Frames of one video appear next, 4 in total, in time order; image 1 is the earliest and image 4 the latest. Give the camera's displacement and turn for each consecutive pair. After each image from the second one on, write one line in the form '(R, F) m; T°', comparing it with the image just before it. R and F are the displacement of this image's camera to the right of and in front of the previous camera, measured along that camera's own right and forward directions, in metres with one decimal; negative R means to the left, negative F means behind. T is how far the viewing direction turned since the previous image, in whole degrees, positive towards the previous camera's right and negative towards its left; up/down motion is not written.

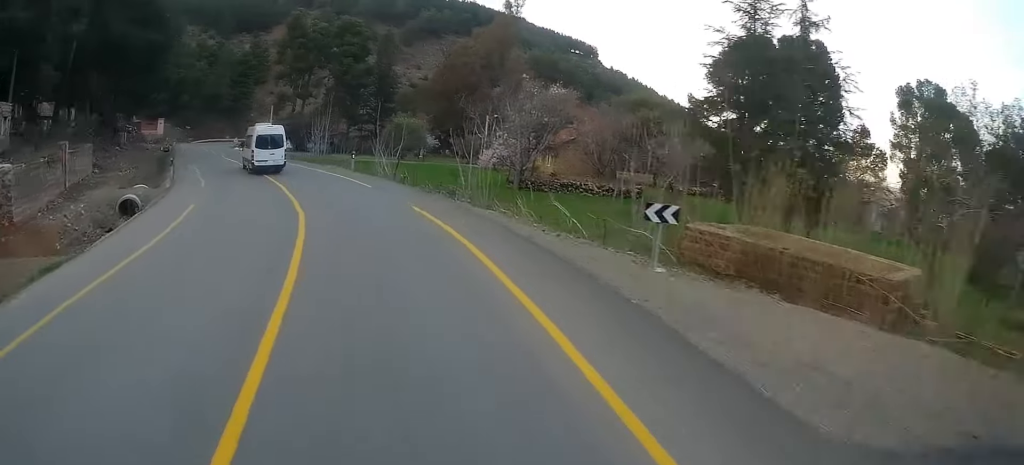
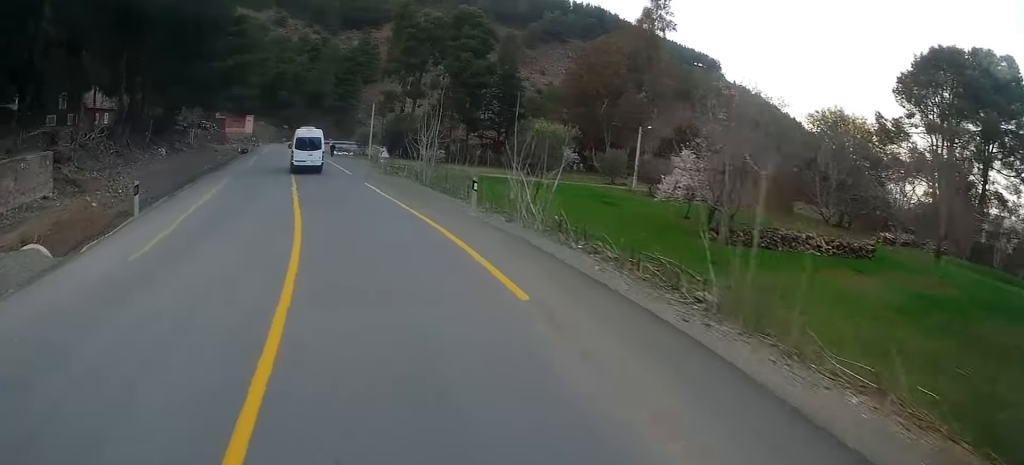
(-2.9, +15.5) m; -16°
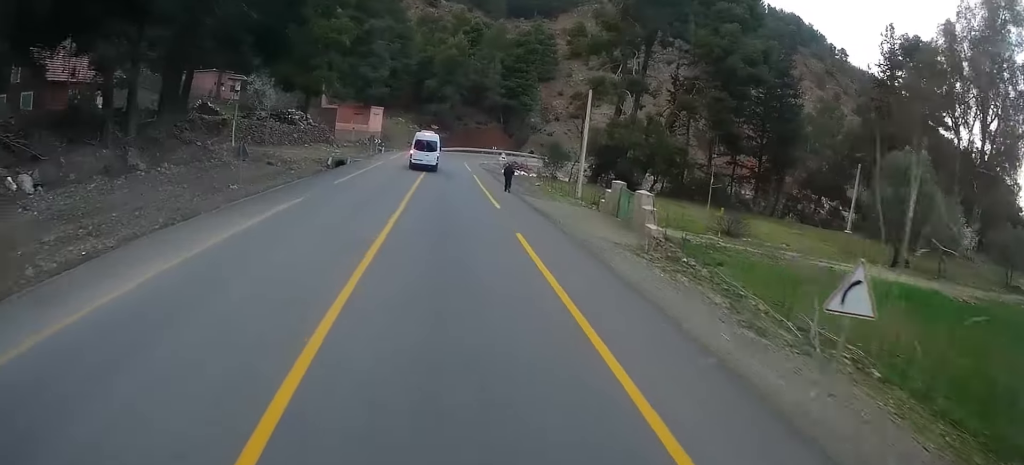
(-2.5, +39.2) m; -5°
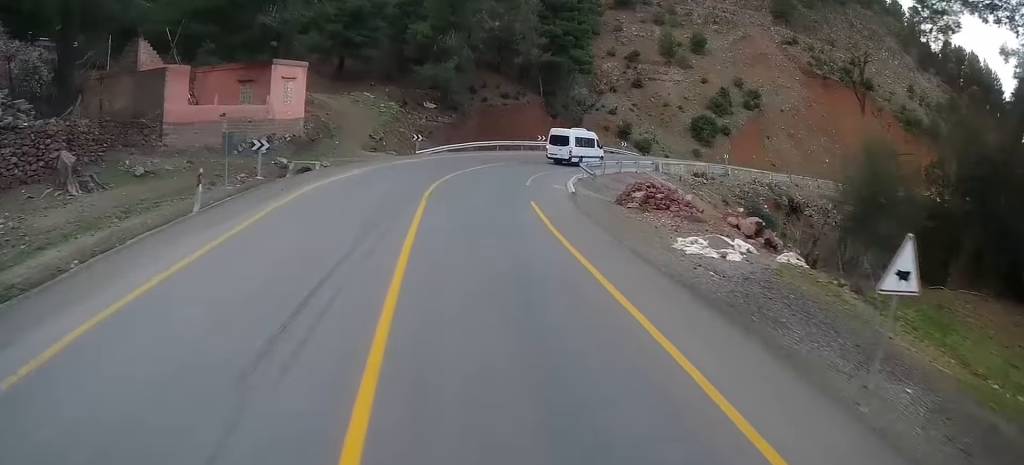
(-0.5, +47.8) m; +2°
